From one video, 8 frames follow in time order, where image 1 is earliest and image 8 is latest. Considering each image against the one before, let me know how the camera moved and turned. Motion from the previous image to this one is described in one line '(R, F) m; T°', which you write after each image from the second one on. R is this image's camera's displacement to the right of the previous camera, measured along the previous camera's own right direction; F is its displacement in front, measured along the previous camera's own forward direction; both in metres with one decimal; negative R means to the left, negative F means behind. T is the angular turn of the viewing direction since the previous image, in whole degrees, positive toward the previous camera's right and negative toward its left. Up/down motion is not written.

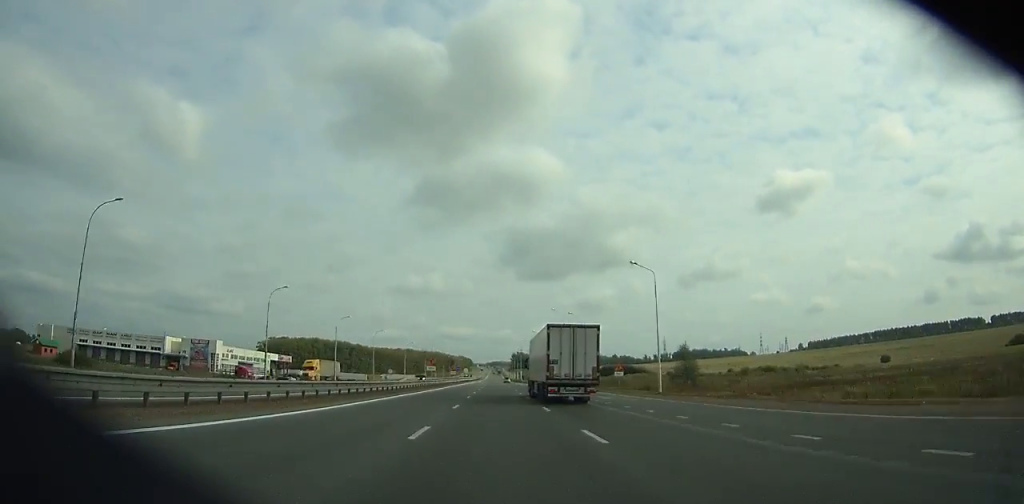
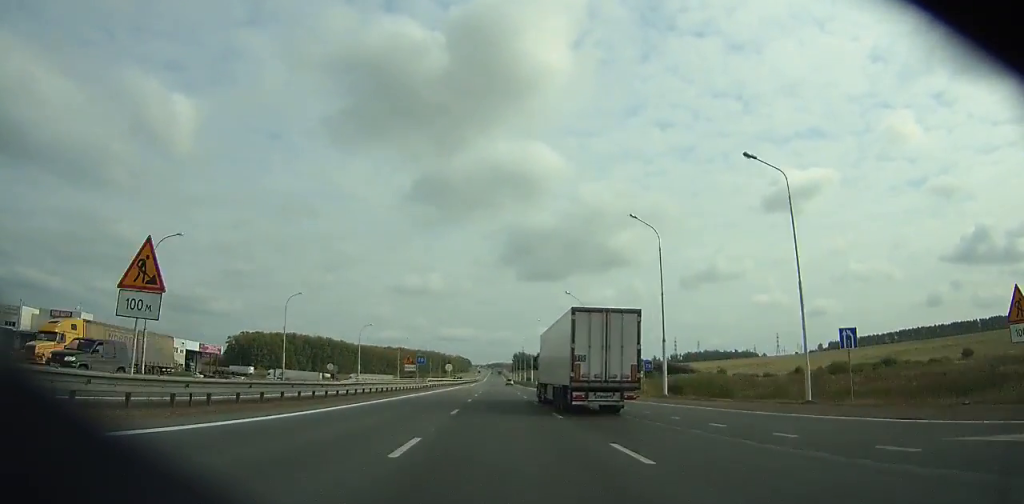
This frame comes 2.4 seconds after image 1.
(+0.2, +61.2) m; 0°
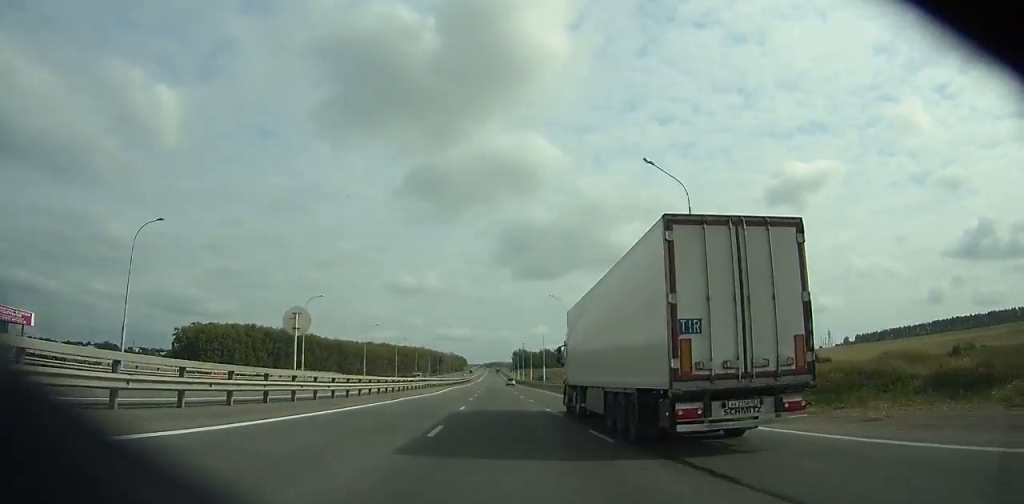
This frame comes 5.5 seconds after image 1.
(0.0, +79.9) m; 0°
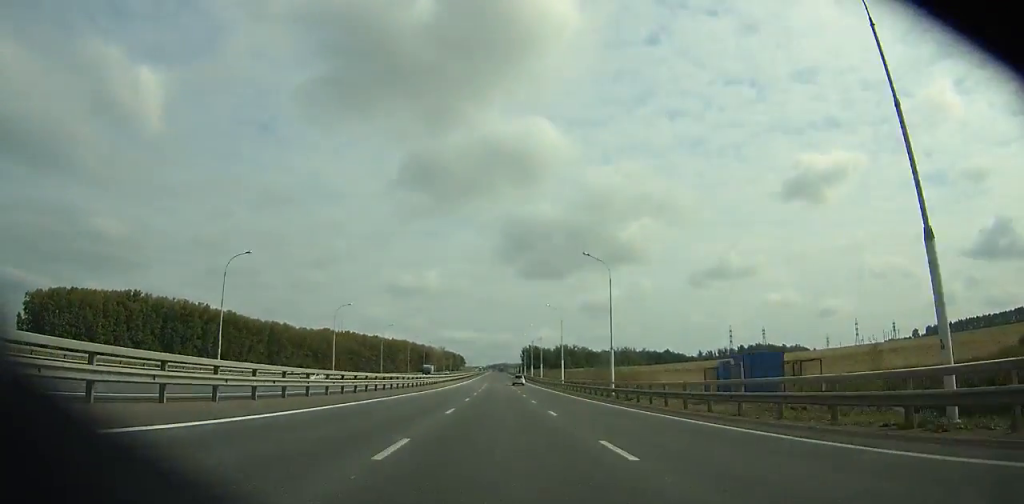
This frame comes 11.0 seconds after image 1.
(+0.1, +144.1) m; 0°
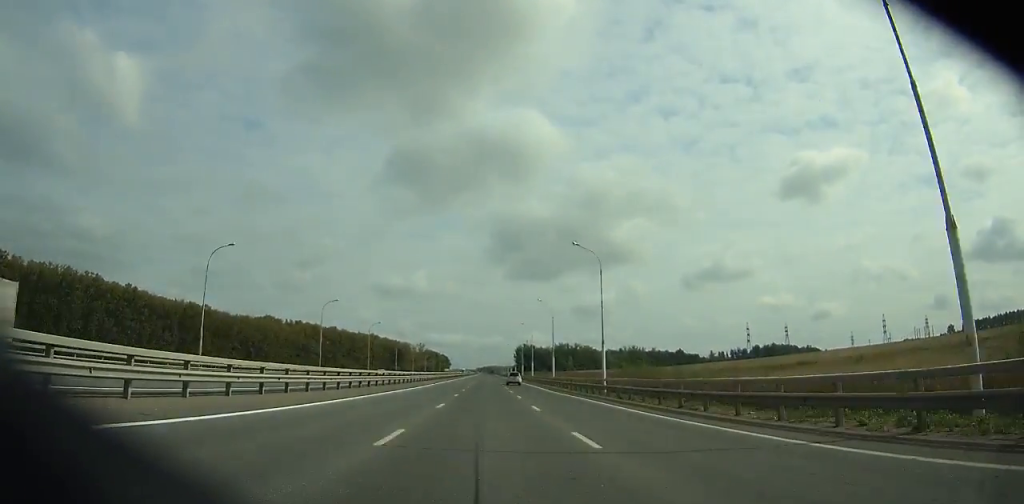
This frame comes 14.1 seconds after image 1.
(-0.1, +82.4) m; 0°
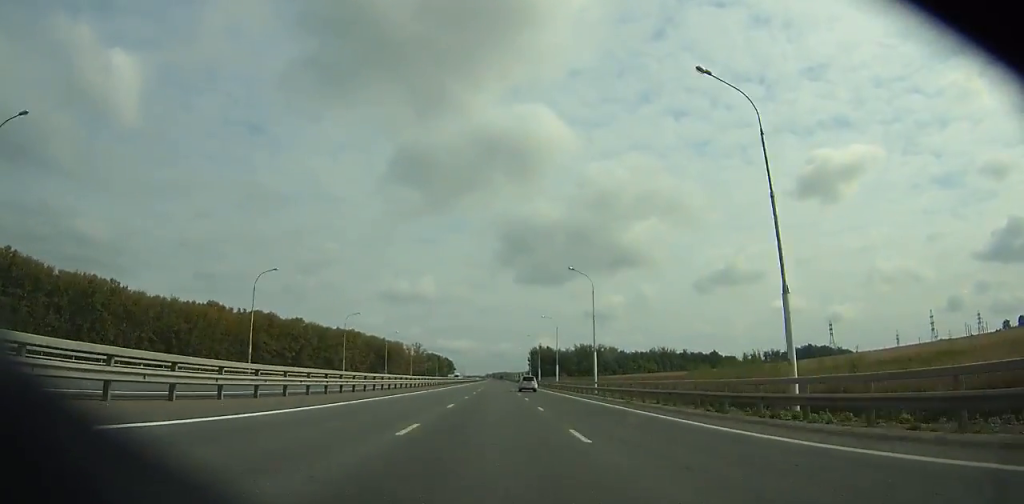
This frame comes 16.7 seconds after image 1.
(0.0, +69.7) m; 0°
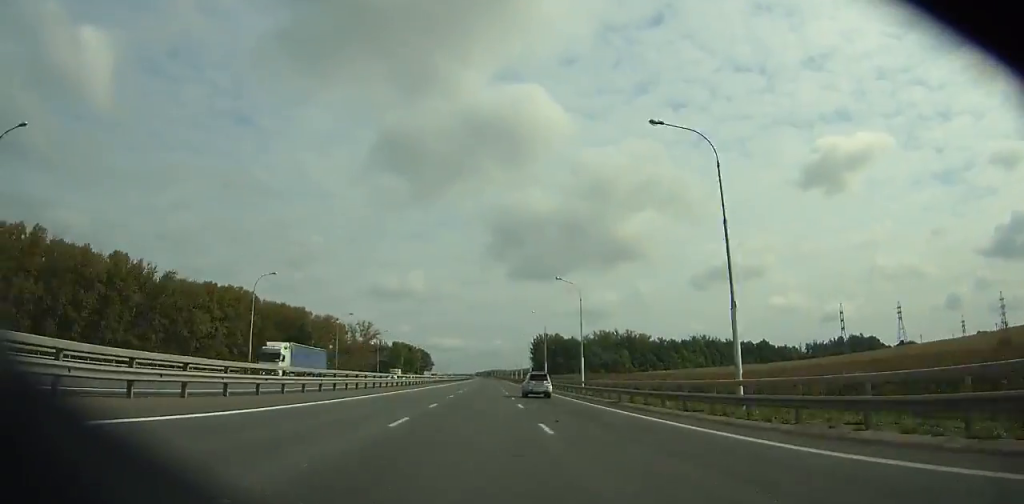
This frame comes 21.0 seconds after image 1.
(+0.4, +116.7) m; 0°
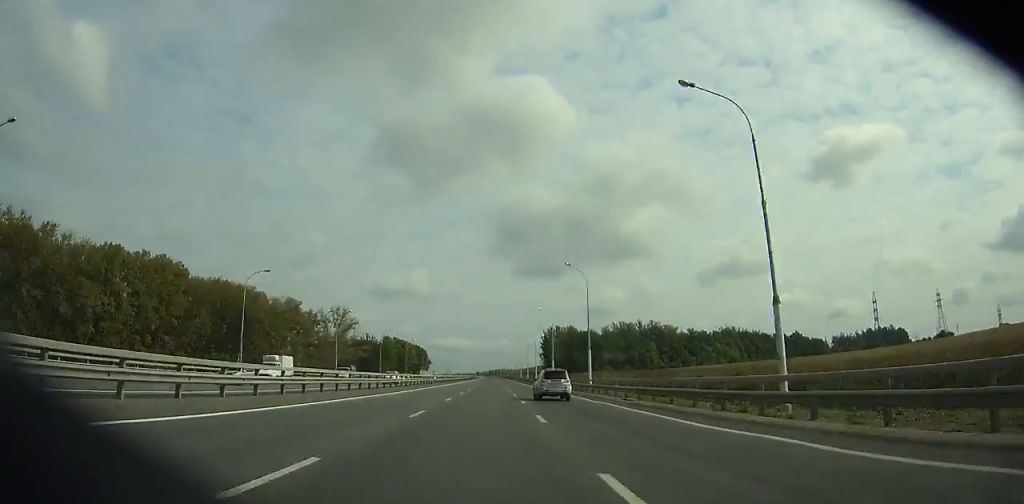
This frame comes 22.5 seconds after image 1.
(0.0, +40.9) m; 0°
